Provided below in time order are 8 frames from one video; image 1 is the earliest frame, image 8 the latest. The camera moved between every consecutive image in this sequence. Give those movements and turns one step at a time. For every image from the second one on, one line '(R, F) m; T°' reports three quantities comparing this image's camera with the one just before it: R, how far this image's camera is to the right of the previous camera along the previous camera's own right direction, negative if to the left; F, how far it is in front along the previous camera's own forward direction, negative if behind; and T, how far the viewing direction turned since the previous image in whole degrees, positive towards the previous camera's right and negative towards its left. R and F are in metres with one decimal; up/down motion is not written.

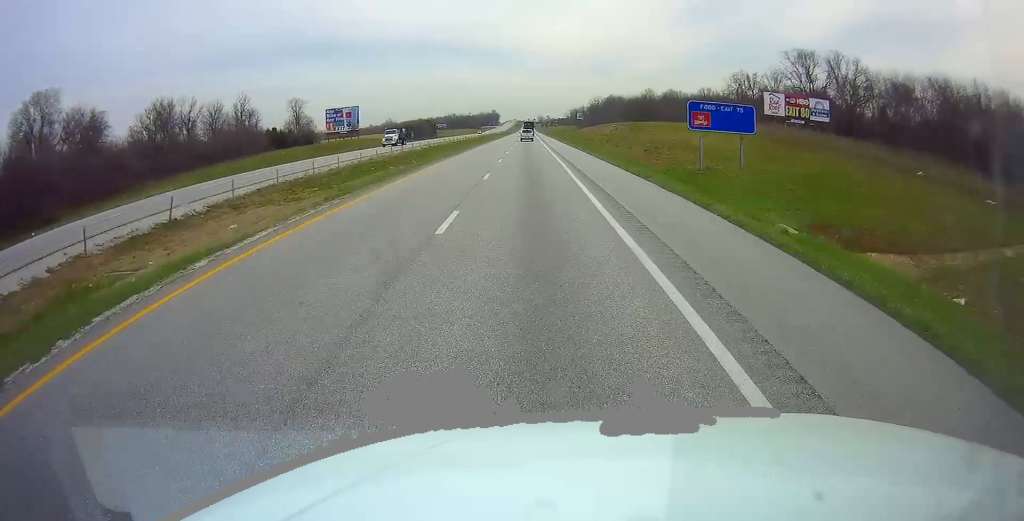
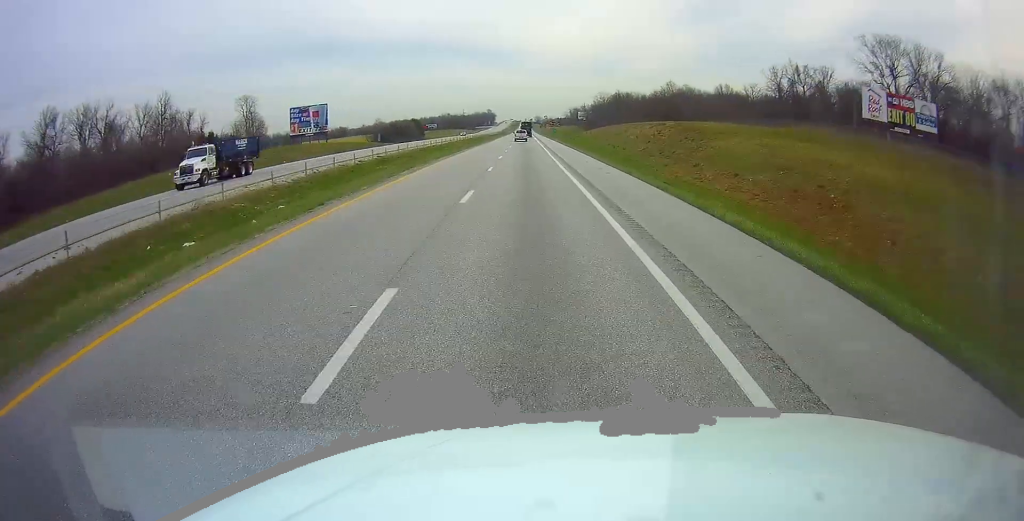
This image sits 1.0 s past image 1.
(+0.1, +29.2) m; 0°
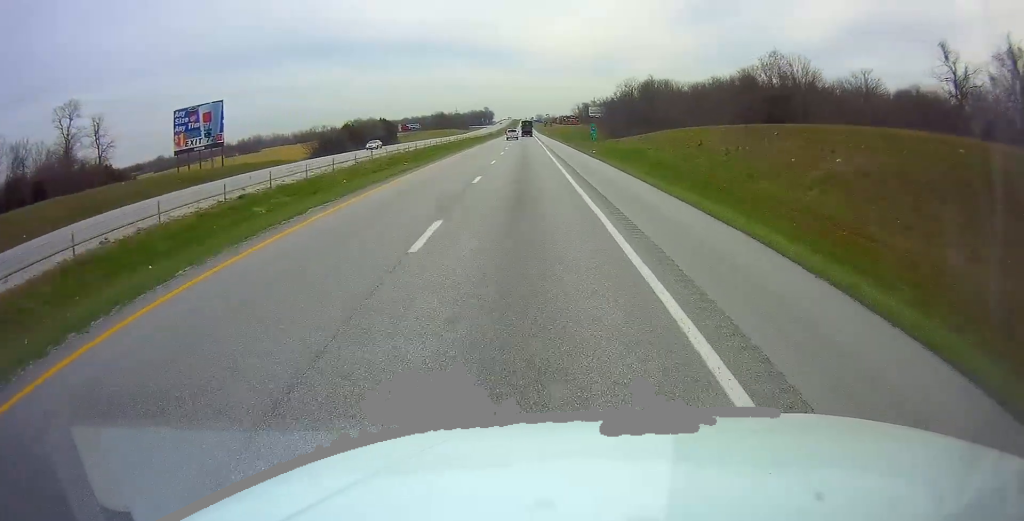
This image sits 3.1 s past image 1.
(0.0, +64.6) m; 0°
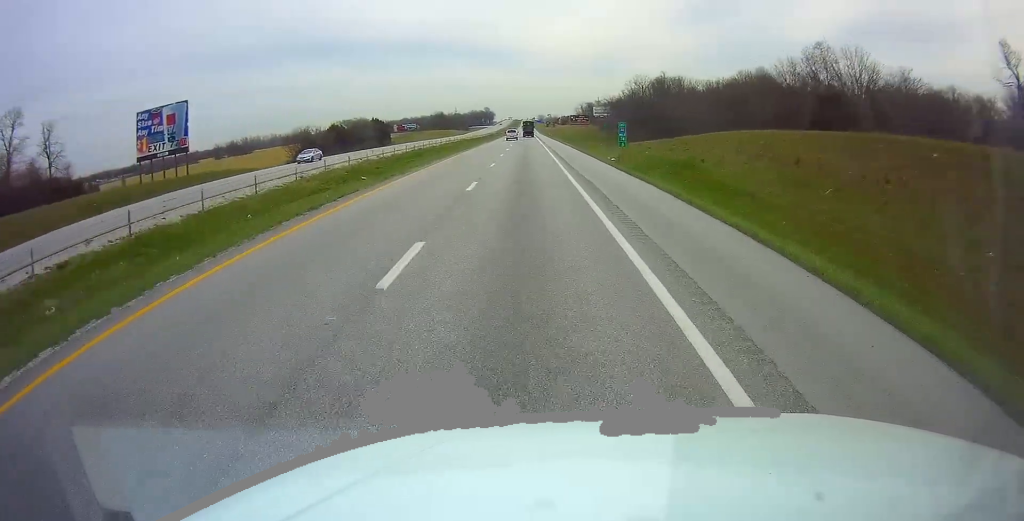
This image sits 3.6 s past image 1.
(+0.3, +14.3) m; 0°
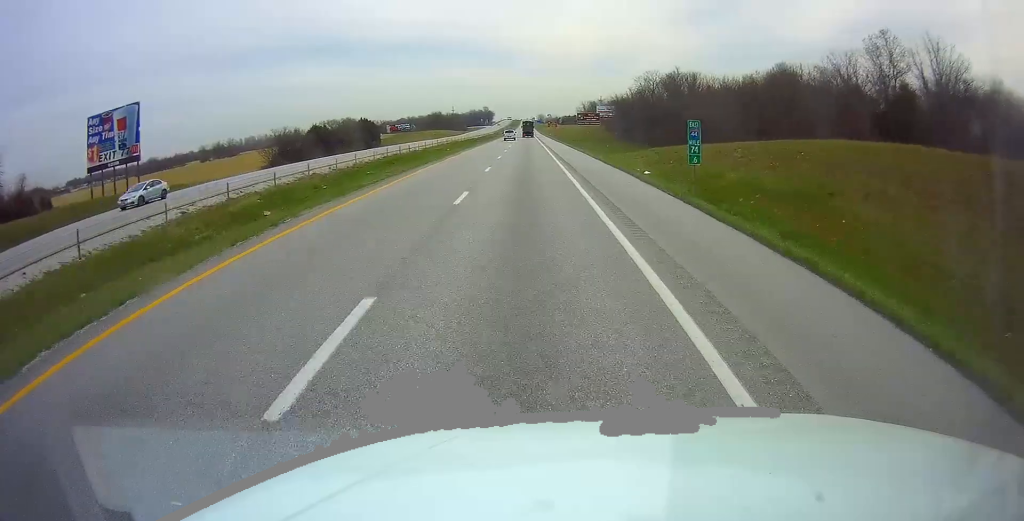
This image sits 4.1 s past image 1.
(-0.3, +15.5) m; 0°
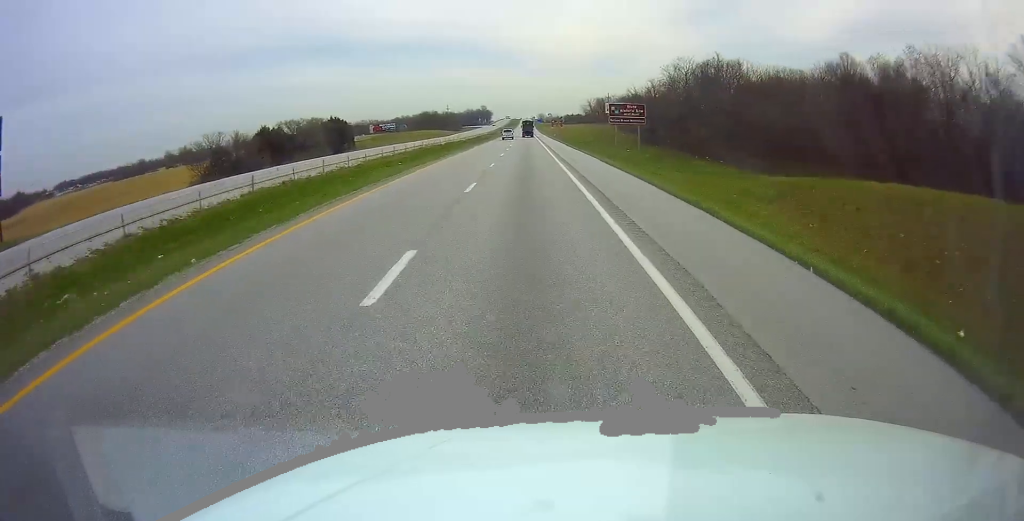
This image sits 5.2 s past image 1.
(-0.3, +33.1) m; 0°
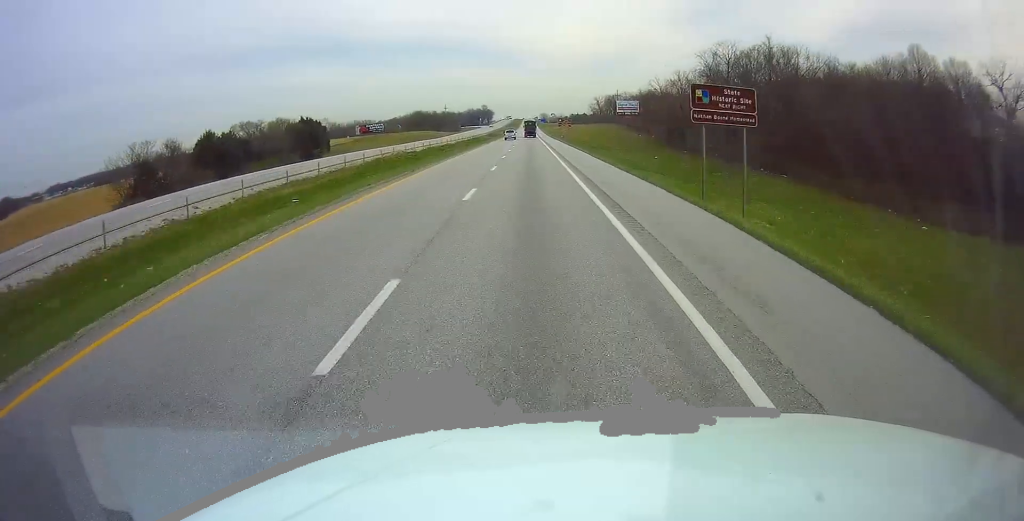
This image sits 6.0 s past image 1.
(+0.2, +25.9) m; +1°
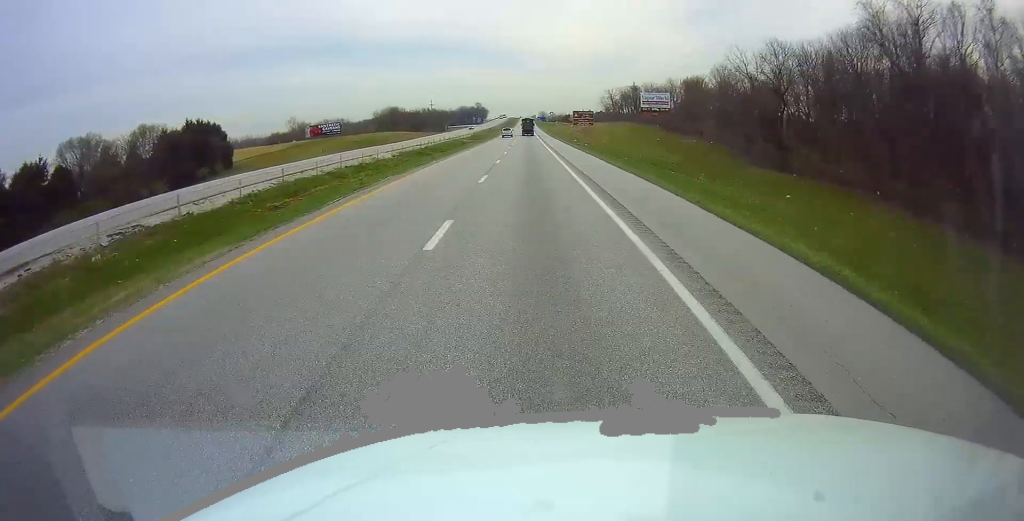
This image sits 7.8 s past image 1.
(-0.4, +55.0) m; -1°
